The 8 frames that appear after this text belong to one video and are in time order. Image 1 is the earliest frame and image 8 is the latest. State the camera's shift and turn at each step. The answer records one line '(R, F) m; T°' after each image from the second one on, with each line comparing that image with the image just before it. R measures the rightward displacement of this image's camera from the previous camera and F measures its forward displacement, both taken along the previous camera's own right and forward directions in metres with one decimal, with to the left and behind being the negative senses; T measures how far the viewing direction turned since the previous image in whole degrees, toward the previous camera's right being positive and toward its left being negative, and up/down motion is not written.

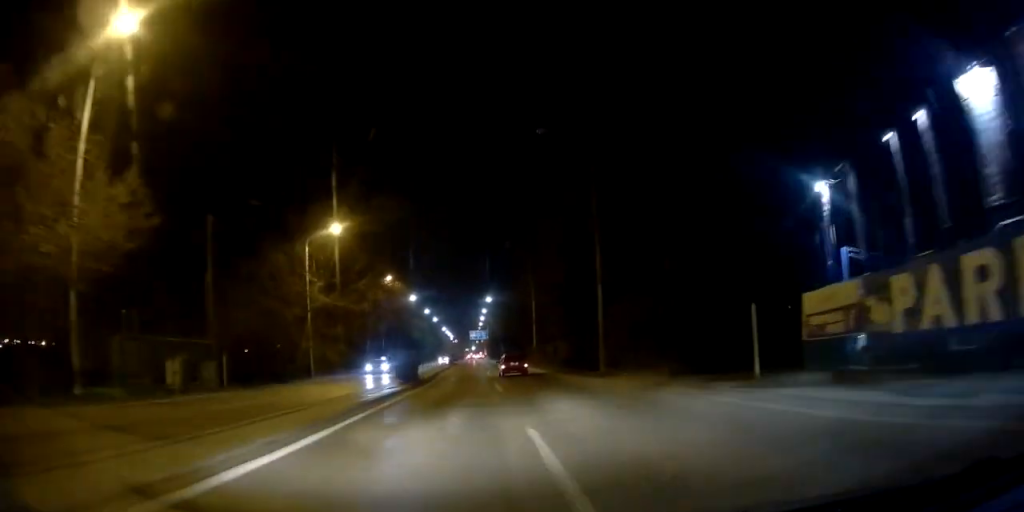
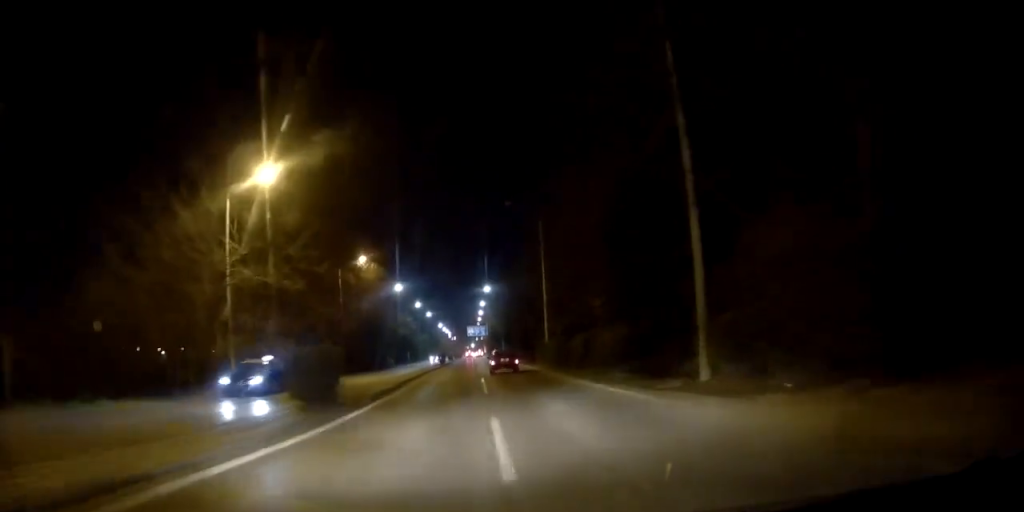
(+0.1, +14.4) m; -1°
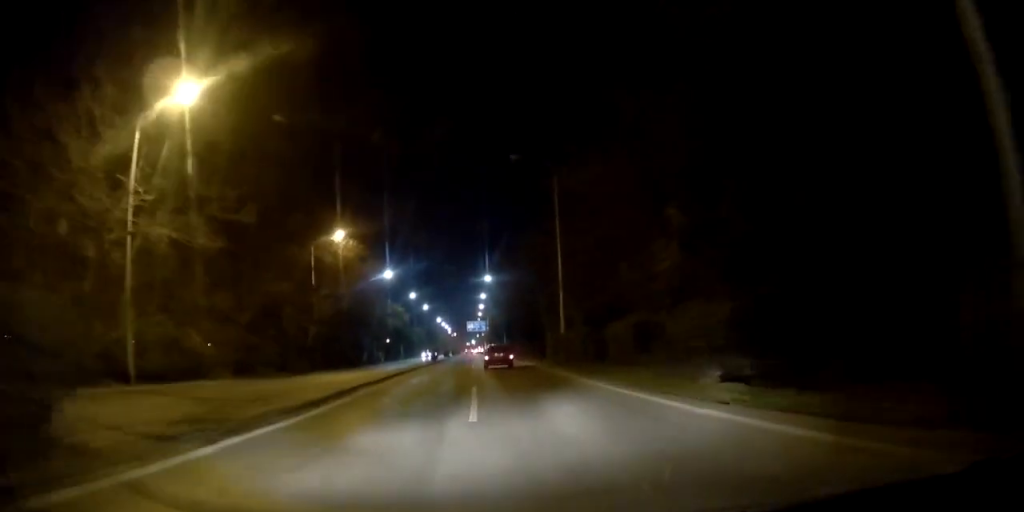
(0.0, +10.1) m; -2°
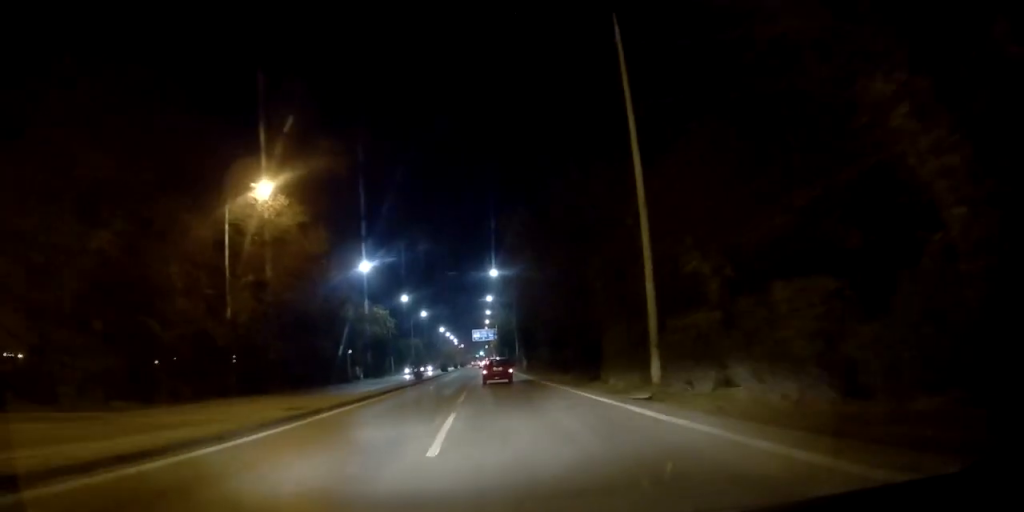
(-0.6, +19.0) m; -1°
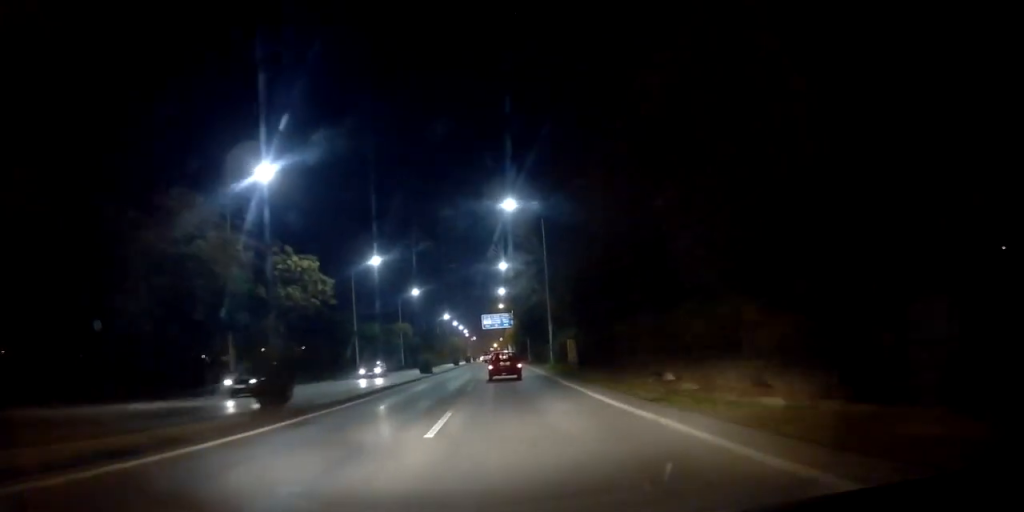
(+0.9, +32.0) m; +2°
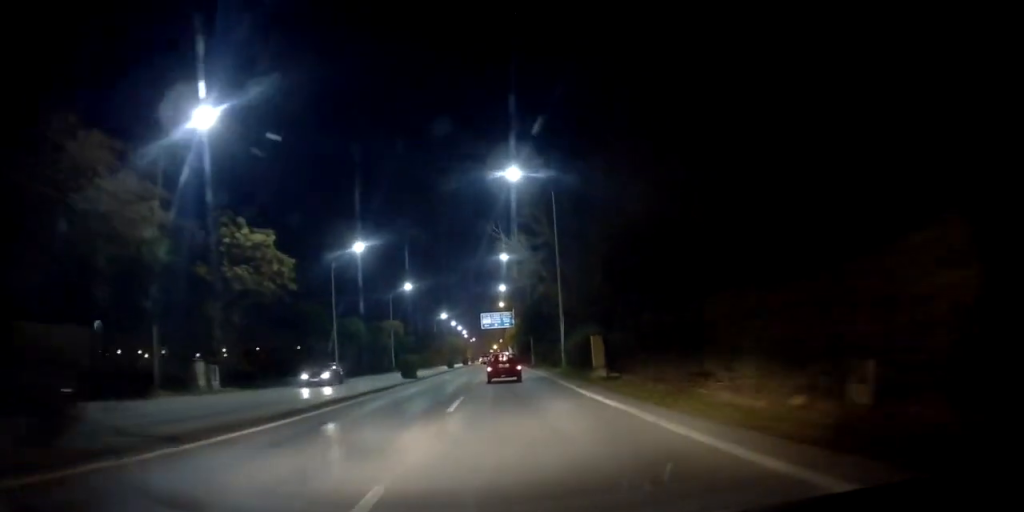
(0.0, +8.2) m; -1°
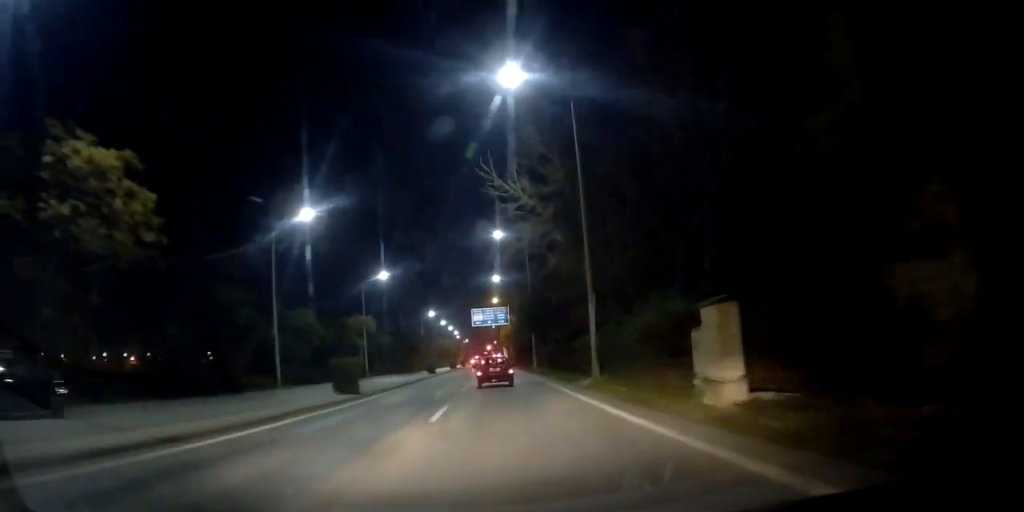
(-0.2, +14.2) m; -2°
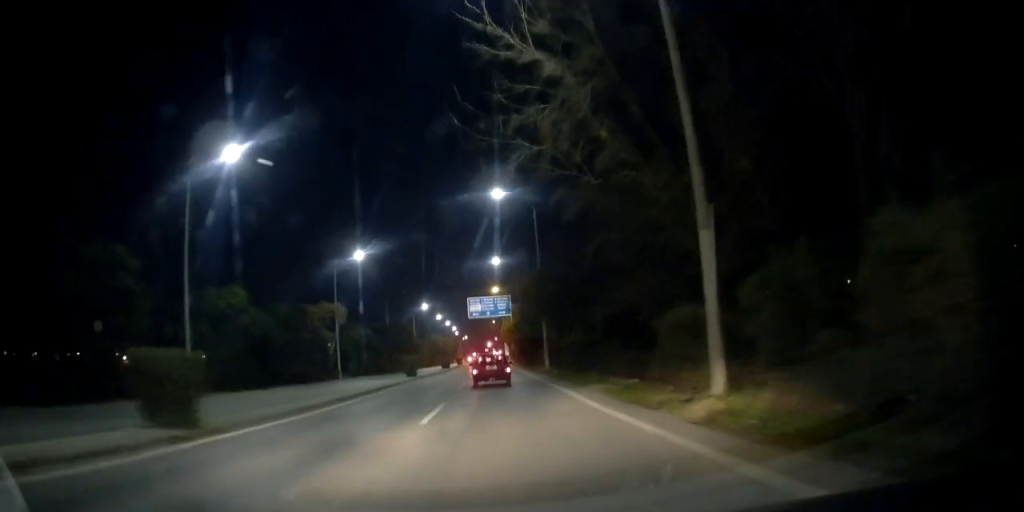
(-0.1, +12.7) m; +1°
